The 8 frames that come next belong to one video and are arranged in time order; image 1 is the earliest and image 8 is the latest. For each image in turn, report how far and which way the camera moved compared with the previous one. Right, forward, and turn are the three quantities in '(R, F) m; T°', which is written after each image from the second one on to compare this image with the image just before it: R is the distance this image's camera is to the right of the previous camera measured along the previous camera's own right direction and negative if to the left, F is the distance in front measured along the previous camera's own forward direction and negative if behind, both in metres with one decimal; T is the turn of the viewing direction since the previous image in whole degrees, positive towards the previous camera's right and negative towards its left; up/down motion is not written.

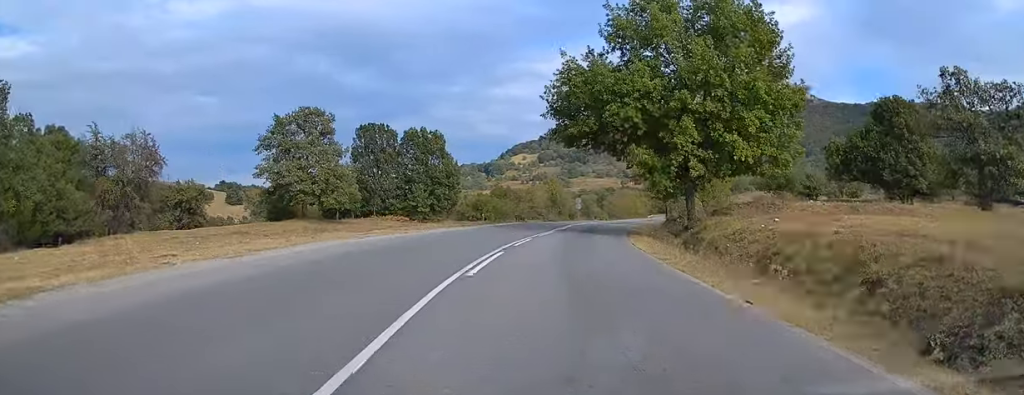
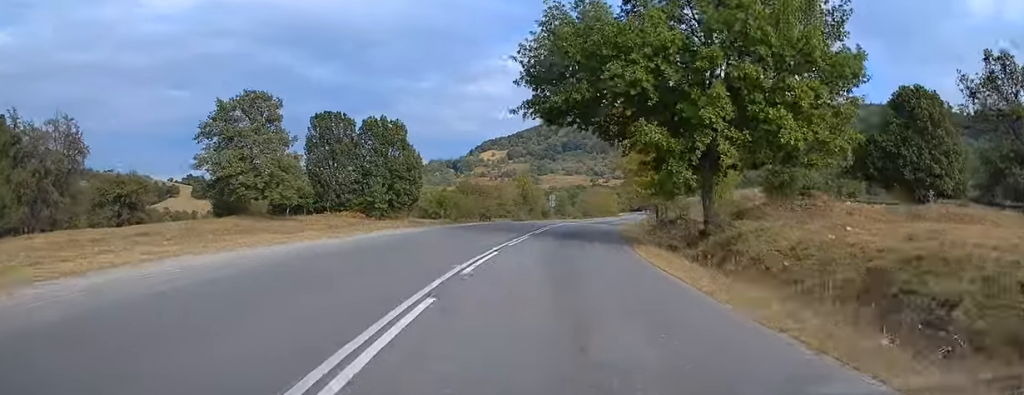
(+0.4, +8.9) m; +3°
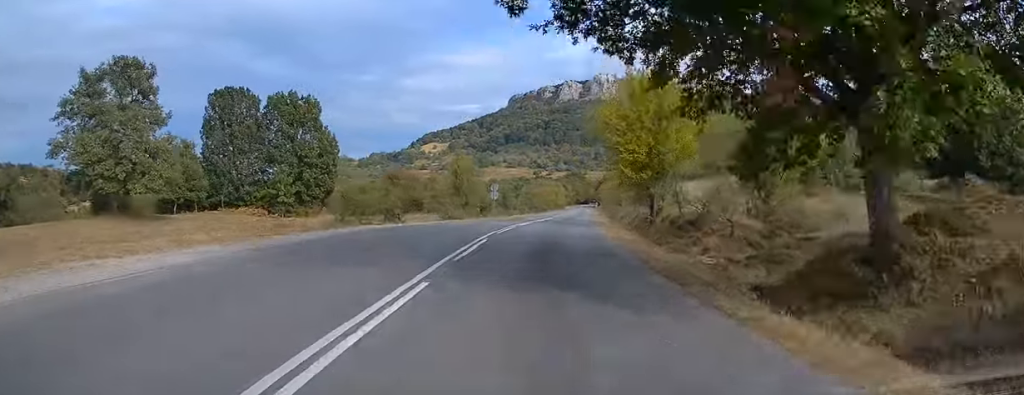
(+0.8, +17.1) m; +4°
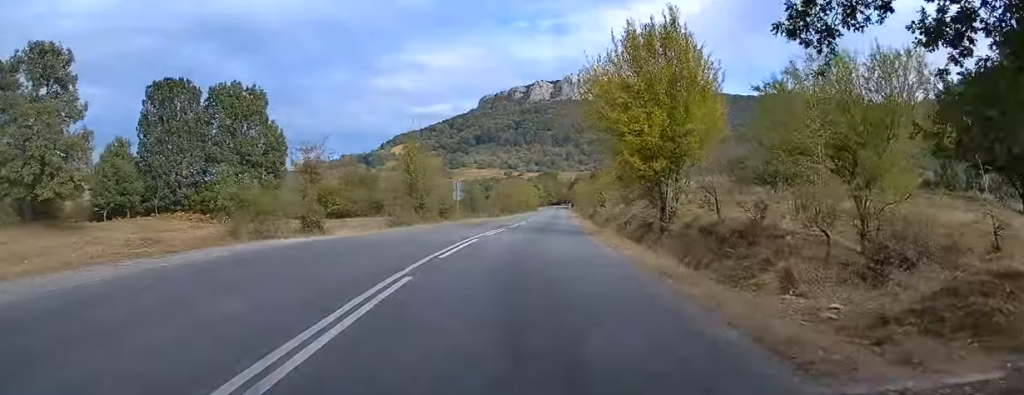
(+0.1, +8.9) m; +2°
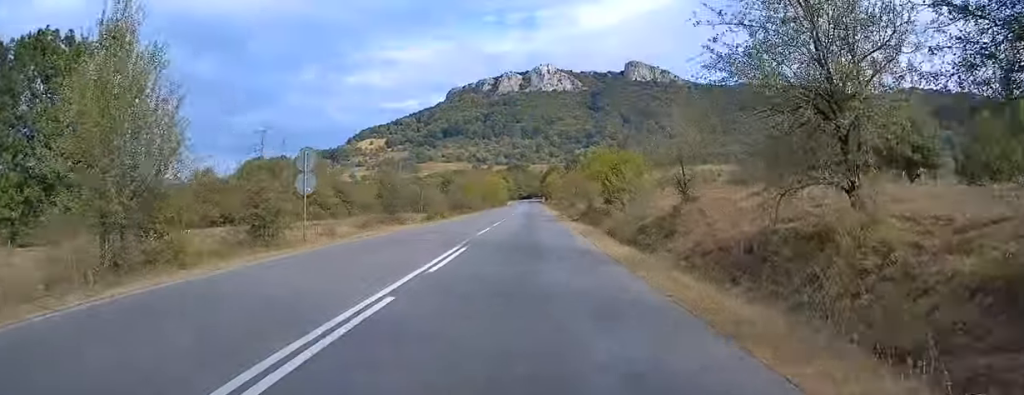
(+1.2, +28.2) m; +4°
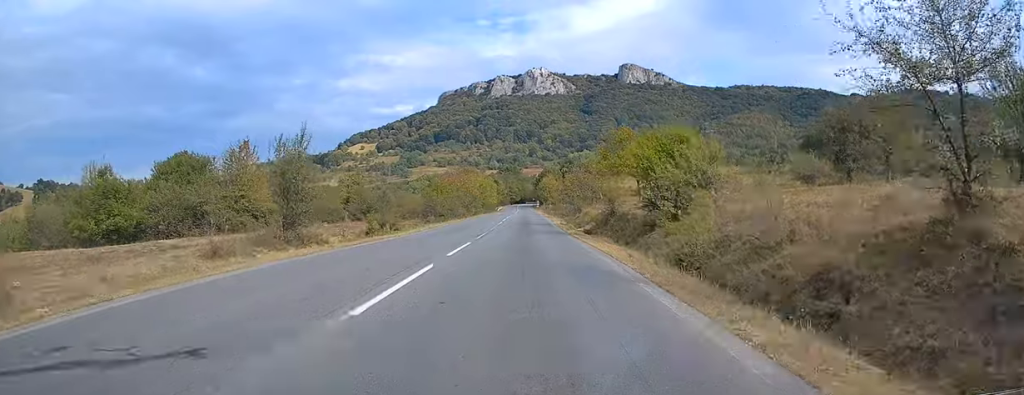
(+0.5, +17.3) m; +1°
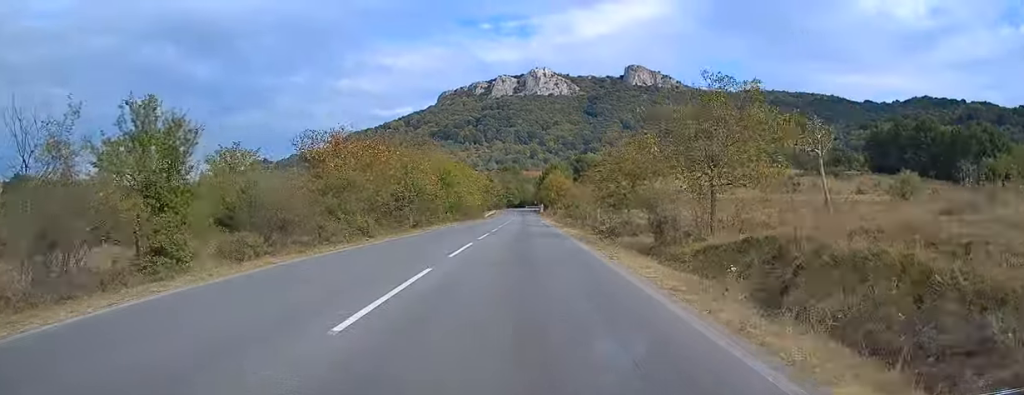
(-0.1, +45.6) m; 0°
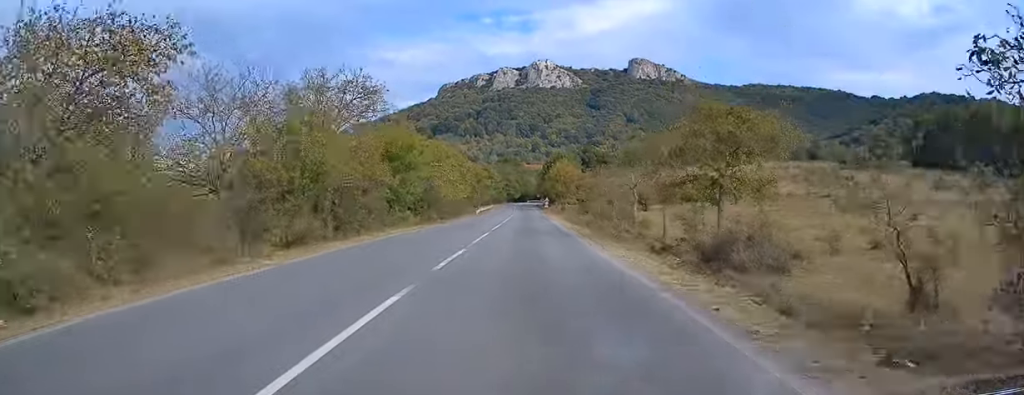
(-0.2, +21.3) m; 0°
